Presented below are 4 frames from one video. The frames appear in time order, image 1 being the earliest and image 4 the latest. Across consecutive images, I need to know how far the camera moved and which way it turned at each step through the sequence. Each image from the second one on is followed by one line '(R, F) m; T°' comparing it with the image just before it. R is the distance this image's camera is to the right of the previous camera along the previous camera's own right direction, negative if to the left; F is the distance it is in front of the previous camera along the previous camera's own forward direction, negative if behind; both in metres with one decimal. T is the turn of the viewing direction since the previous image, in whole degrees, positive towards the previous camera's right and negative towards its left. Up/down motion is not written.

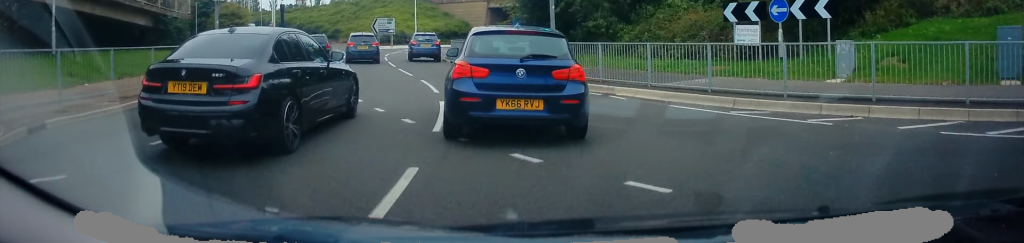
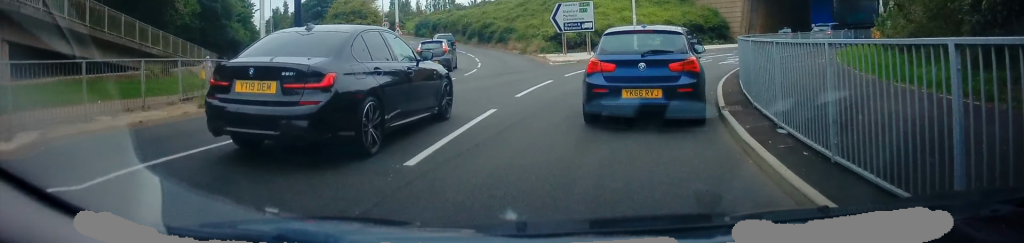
(-5.4, +26.2) m; -19°
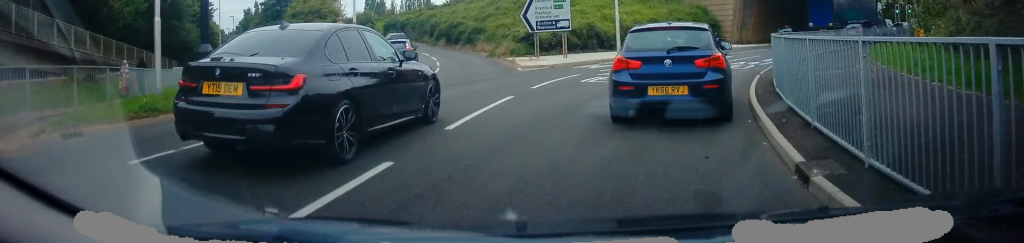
(0.0, +4.2) m; 0°
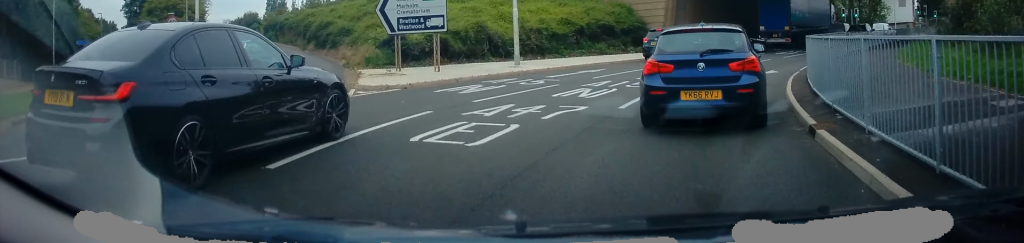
(0.0, +8.8) m; +4°
